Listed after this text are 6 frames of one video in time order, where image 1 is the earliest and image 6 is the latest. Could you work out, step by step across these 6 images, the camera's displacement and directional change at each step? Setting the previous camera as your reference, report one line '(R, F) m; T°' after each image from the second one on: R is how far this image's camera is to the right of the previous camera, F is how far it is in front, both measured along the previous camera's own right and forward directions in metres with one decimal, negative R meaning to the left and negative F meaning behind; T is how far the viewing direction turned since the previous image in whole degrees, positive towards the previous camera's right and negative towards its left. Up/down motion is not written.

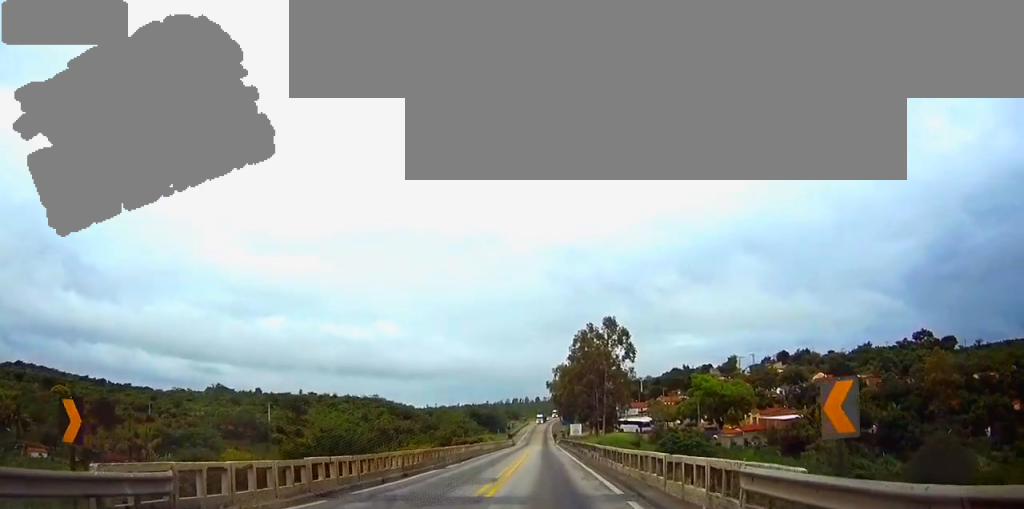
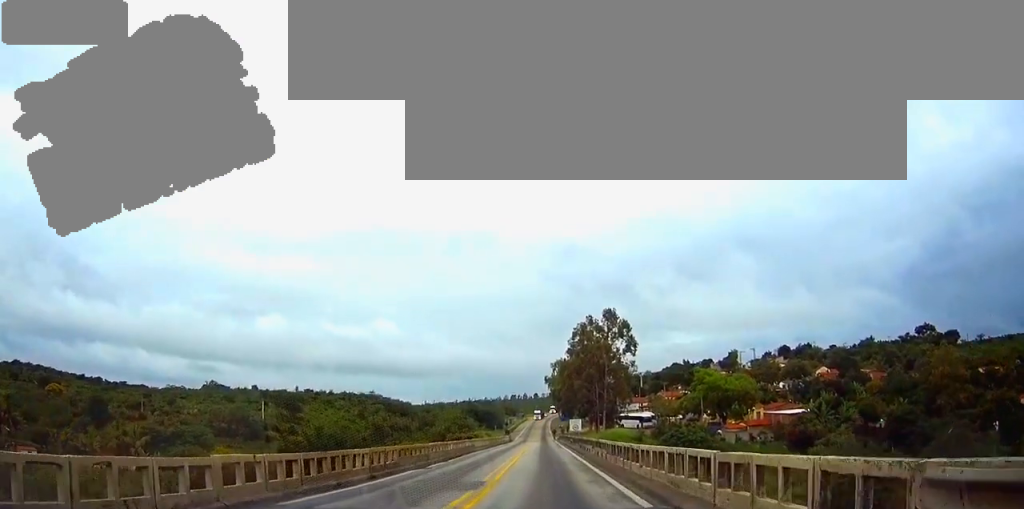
(0.0, +4.5) m; 0°
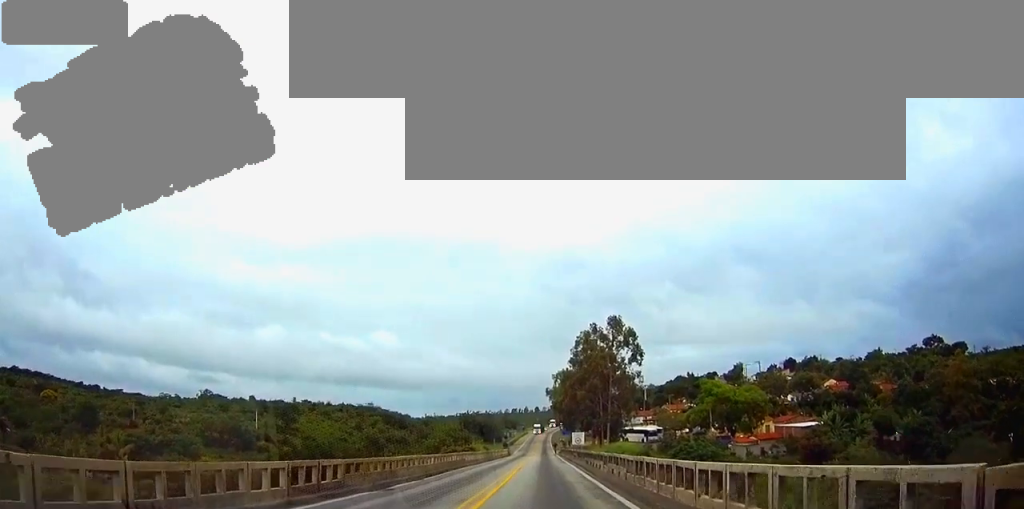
(0.0, +6.8) m; 0°
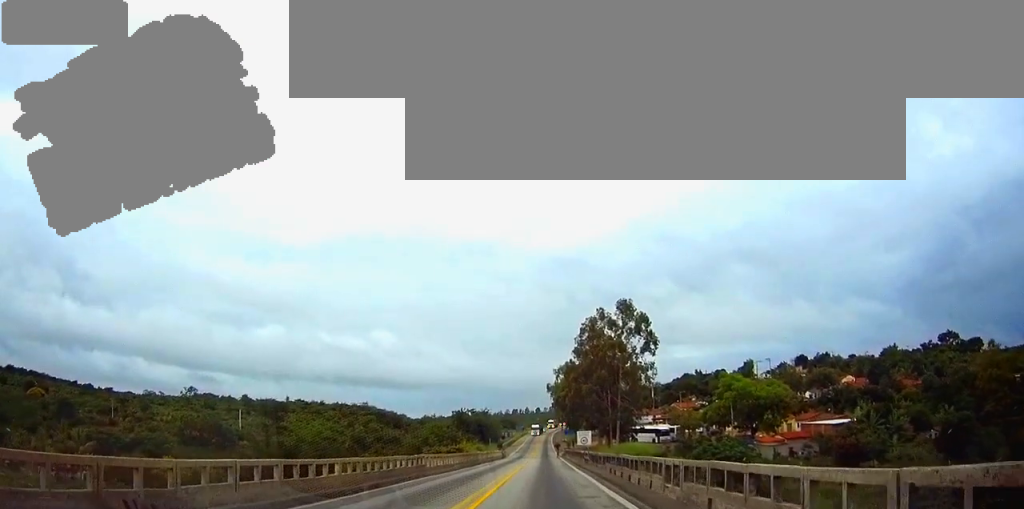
(-0.1, +14.8) m; -1°
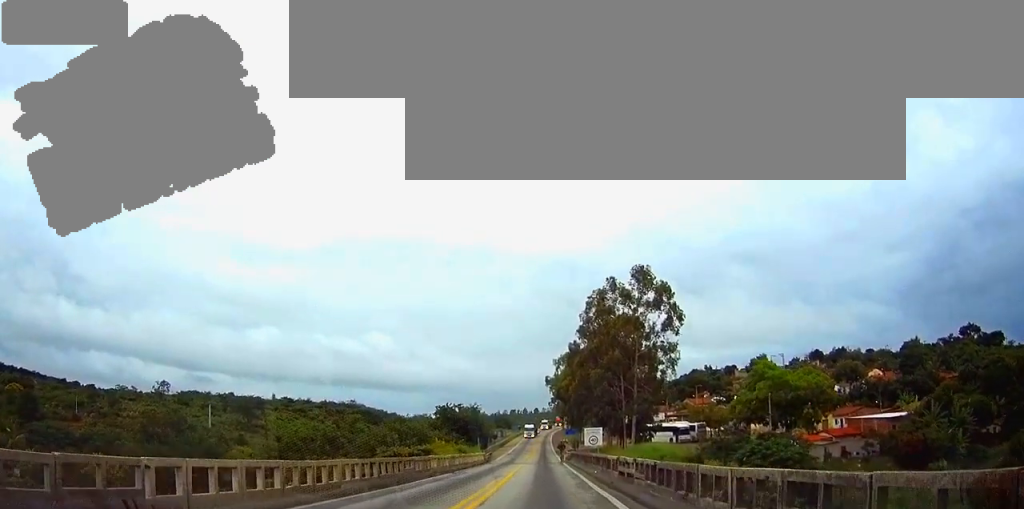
(0.0, +21.5) m; +1°
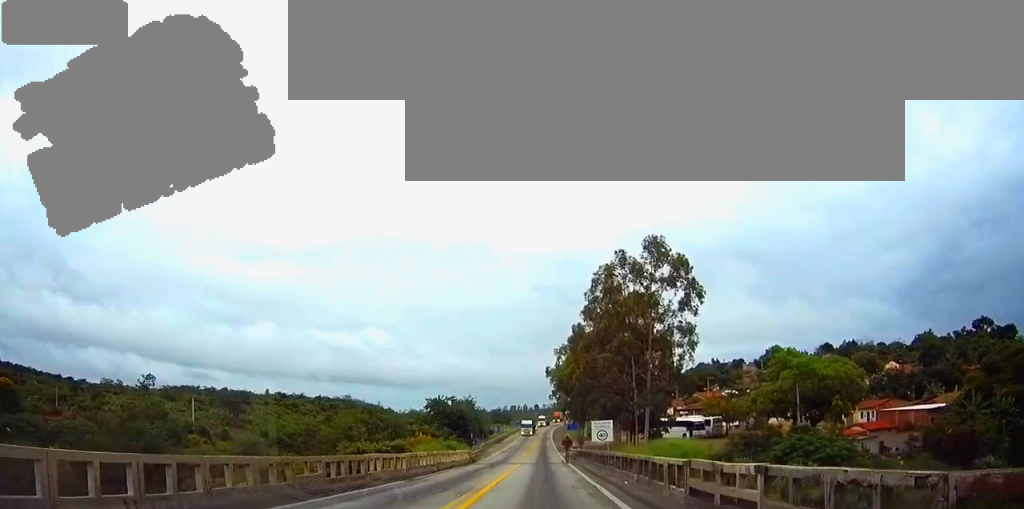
(+0.1, +11.4) m; 0°
